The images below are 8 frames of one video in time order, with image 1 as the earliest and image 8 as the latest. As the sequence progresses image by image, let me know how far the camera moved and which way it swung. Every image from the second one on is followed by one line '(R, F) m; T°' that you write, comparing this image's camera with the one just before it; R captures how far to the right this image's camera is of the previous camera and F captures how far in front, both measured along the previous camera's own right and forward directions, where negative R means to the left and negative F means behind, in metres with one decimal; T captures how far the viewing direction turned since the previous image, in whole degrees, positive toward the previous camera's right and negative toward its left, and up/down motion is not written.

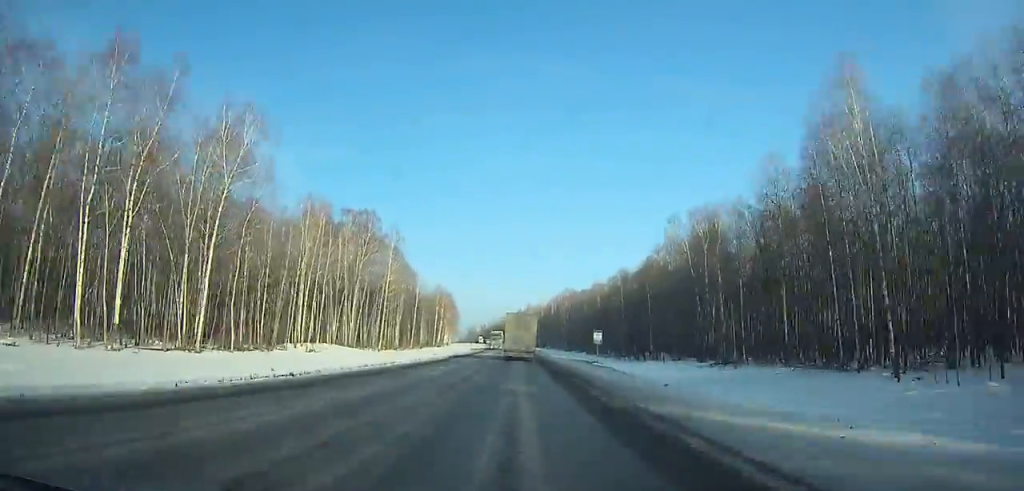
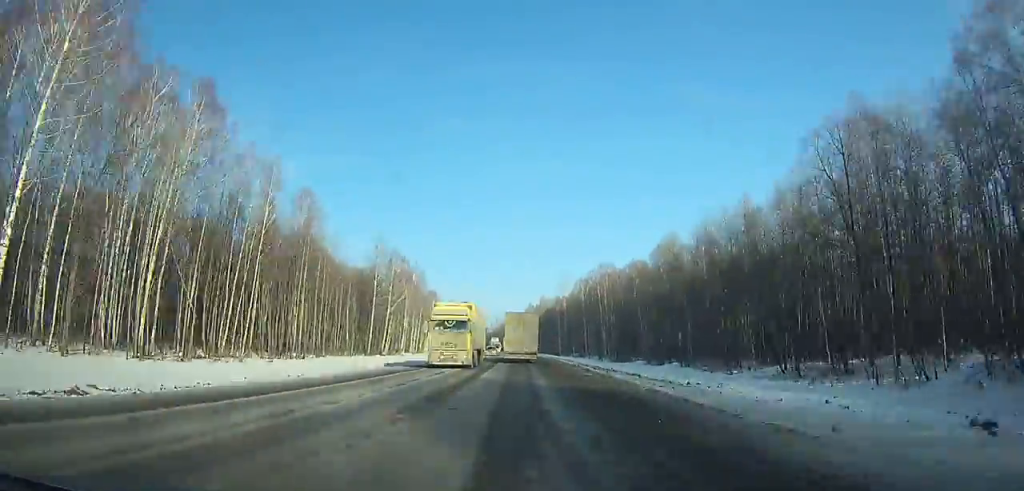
(-0.9, +92.1) m; -1°
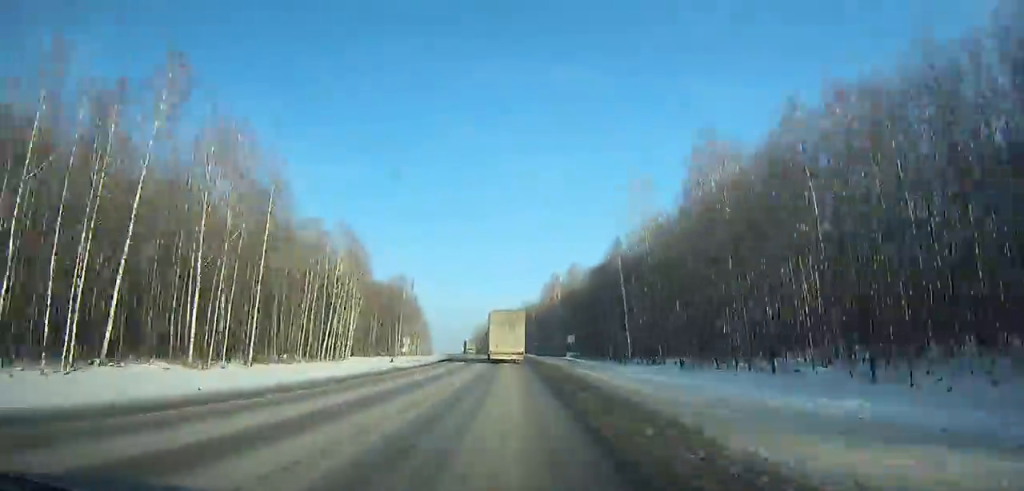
(-2.0, +105.5) m; -3°
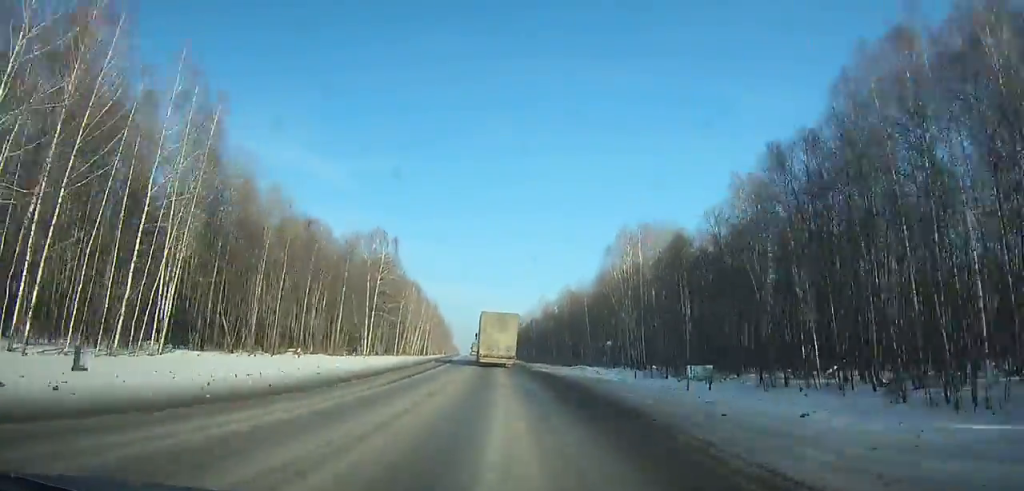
(-1.9, +63.7) m; -3°
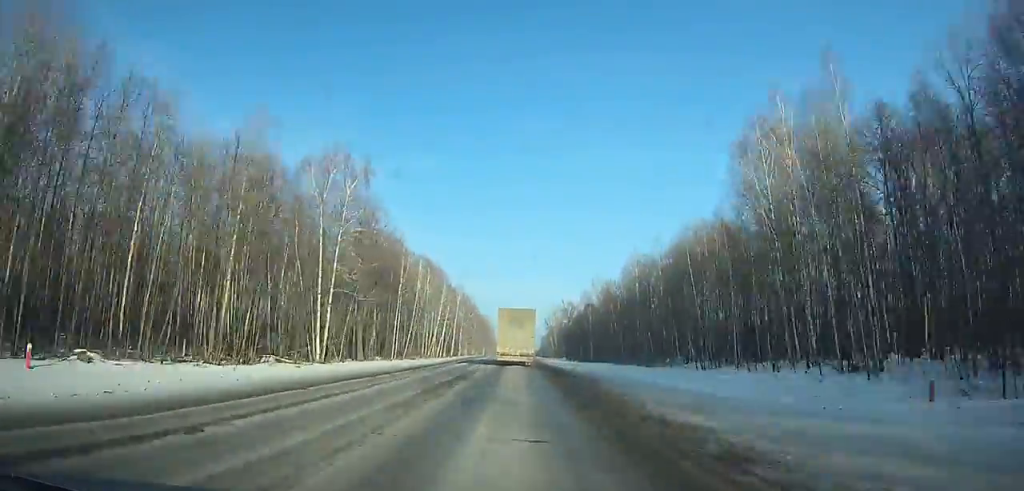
(-0.9, +44.5) m; -2°
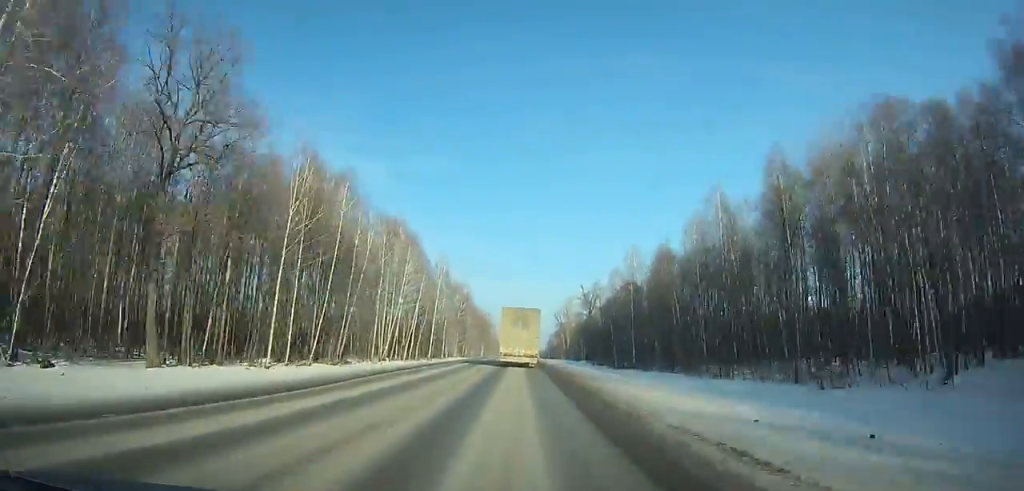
(-0.7, +48.8) m; -1°
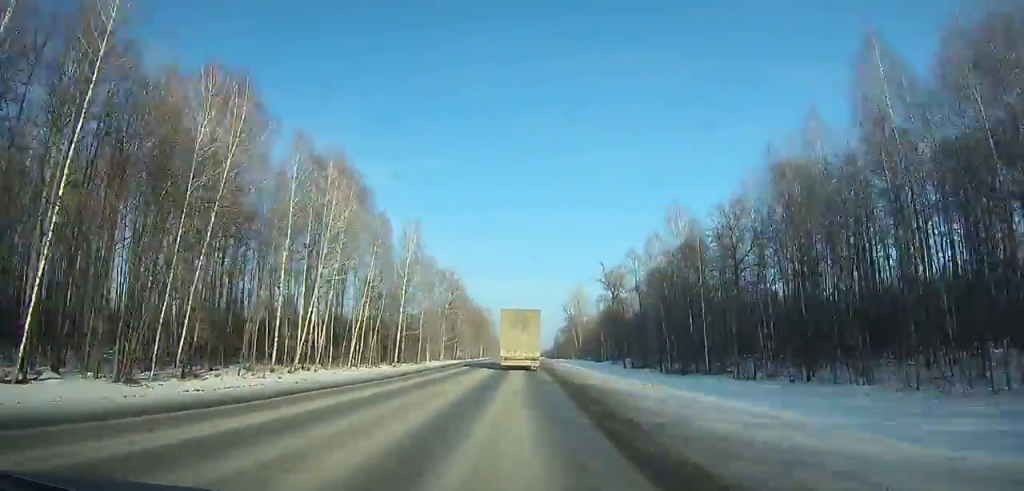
(-0.3, +36.3) m; 0°
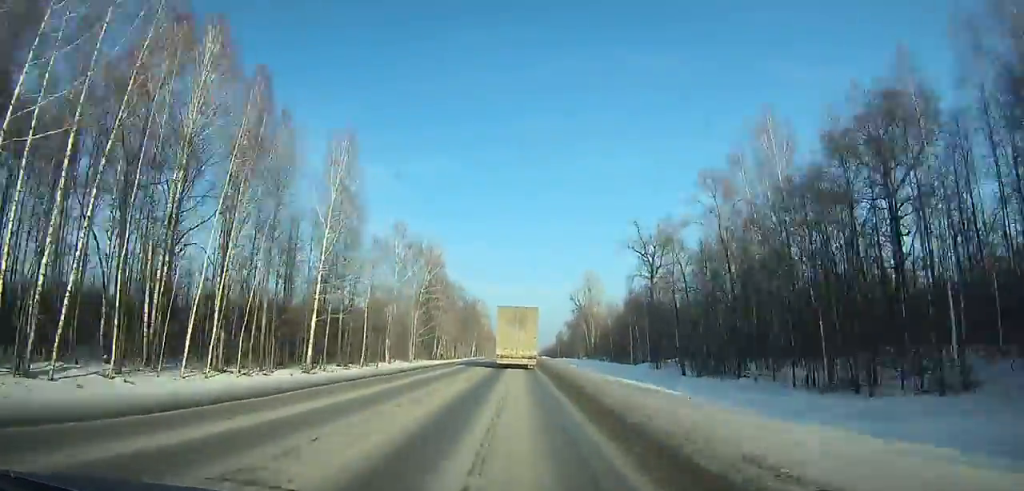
(-0.2, +36.4) m; 0°
